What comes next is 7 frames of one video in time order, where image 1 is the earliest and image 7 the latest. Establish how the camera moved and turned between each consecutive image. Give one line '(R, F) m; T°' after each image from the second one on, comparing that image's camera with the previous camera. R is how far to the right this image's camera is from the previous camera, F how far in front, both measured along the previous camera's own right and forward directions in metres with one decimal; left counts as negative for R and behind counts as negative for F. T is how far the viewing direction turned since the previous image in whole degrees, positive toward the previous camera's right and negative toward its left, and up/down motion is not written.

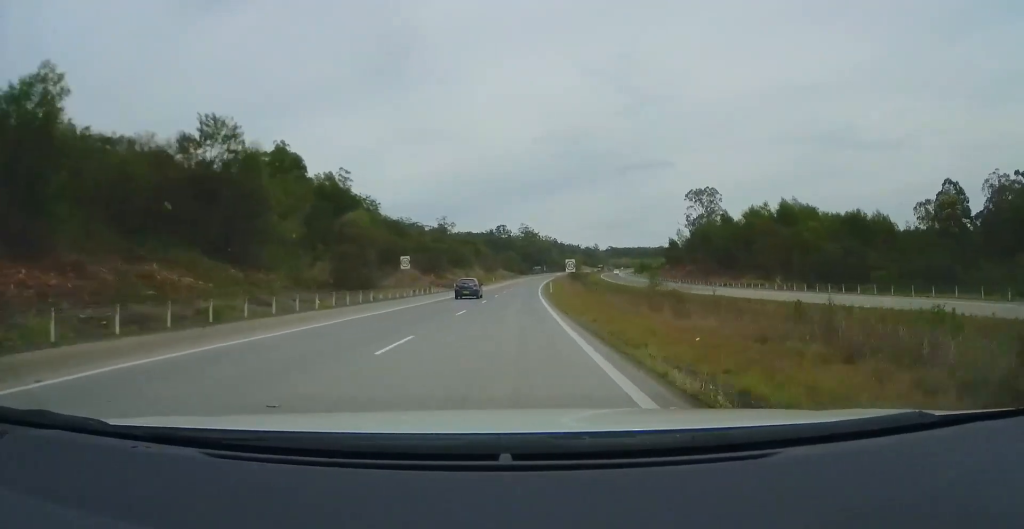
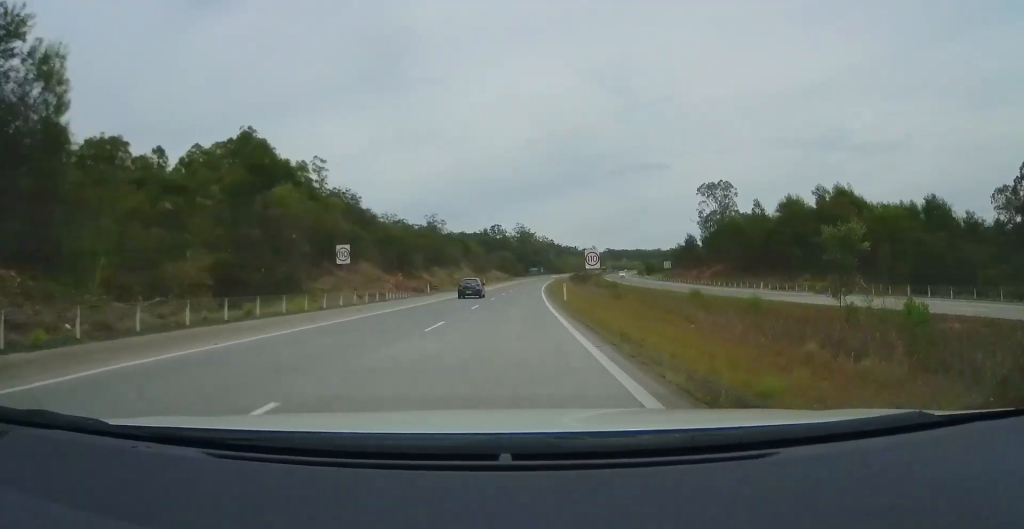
(+0.2, +19.0) m; +1°
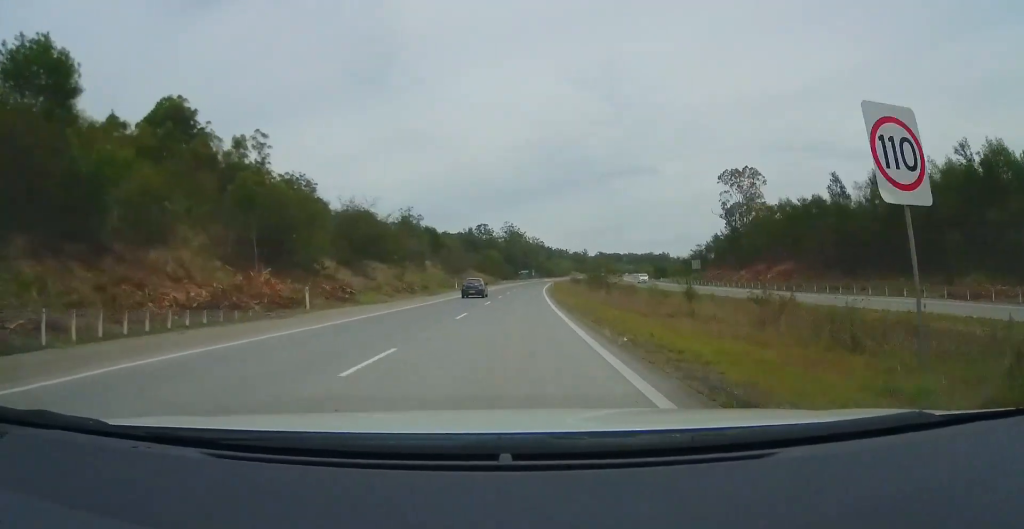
(+0.5, +31.0) m; +2°
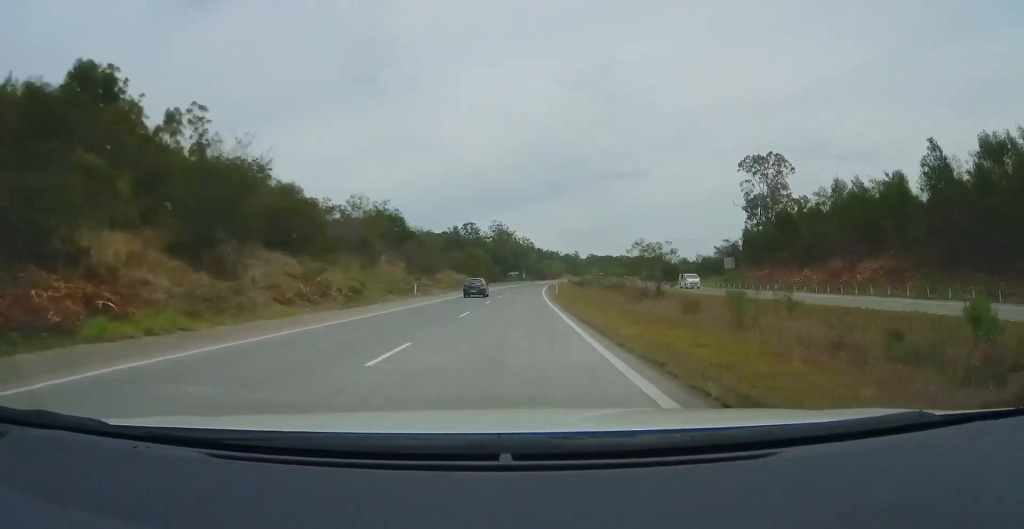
(+0.4, +22.6) m; +1°
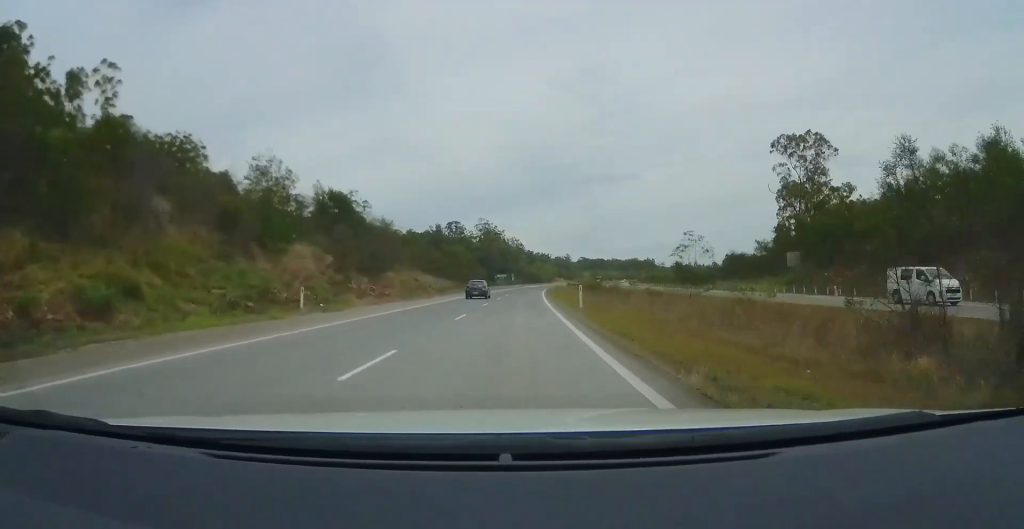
(+0.1, +24.9) m; 0°
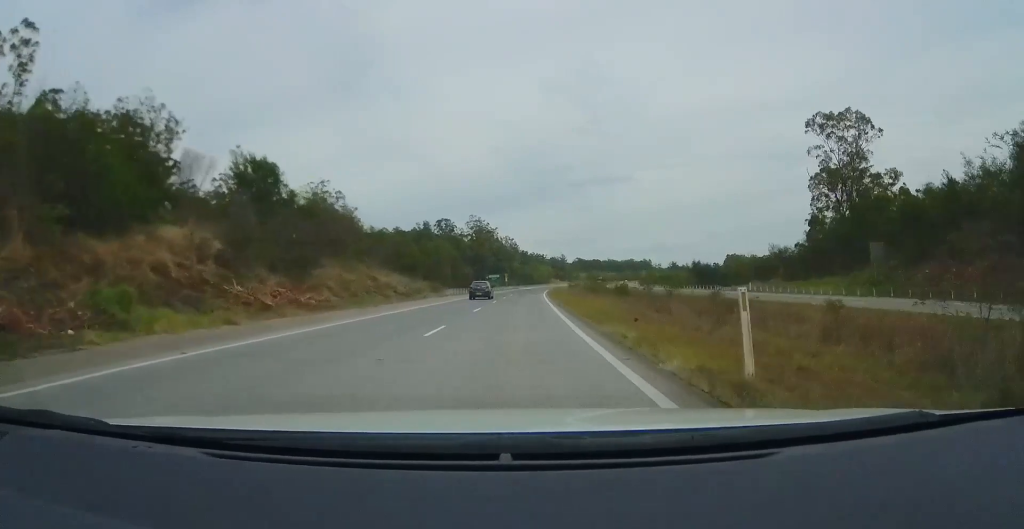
(-0.2, +17.7) m; 0°
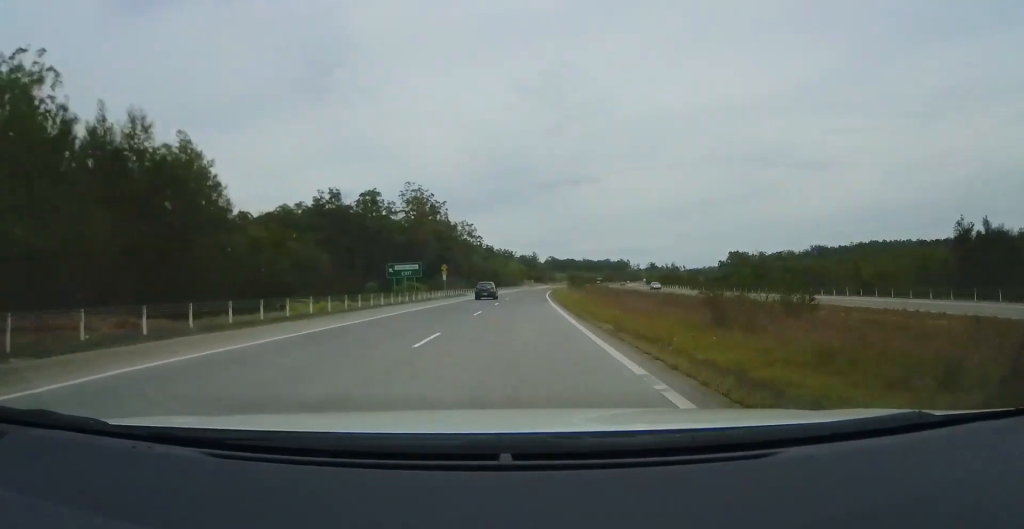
(+3.0, +85.3) m; +4°
